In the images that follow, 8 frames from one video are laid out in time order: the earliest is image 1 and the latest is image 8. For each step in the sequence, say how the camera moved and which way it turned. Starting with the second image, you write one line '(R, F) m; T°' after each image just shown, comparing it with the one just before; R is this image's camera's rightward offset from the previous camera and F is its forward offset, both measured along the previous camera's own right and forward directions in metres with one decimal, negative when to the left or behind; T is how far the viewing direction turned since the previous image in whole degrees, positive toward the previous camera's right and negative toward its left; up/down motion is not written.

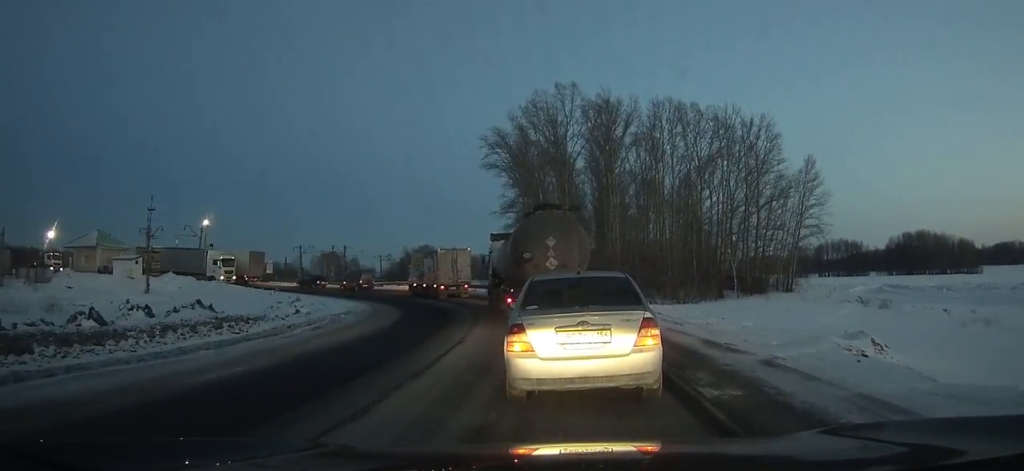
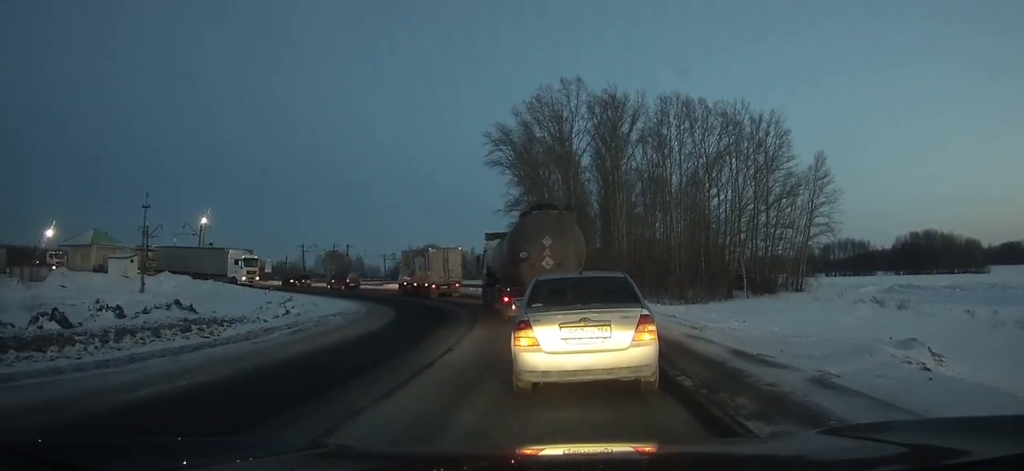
(0.0, +2.3) m; 0°
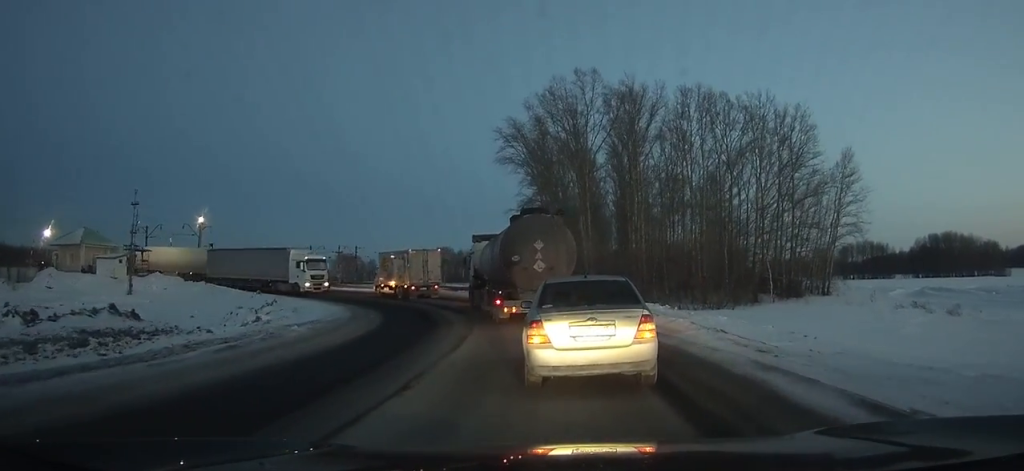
(0.0, +5.2) m; -3°
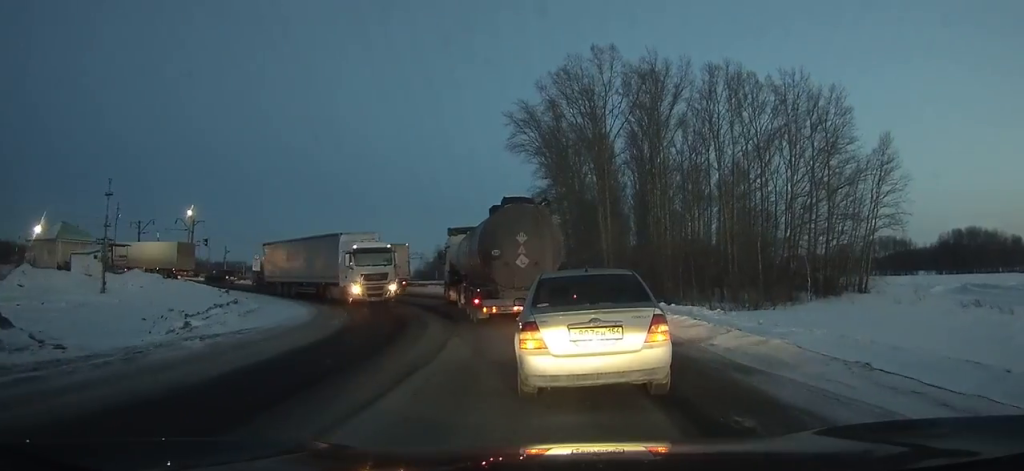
(-0.3, +5.2) m; -5°
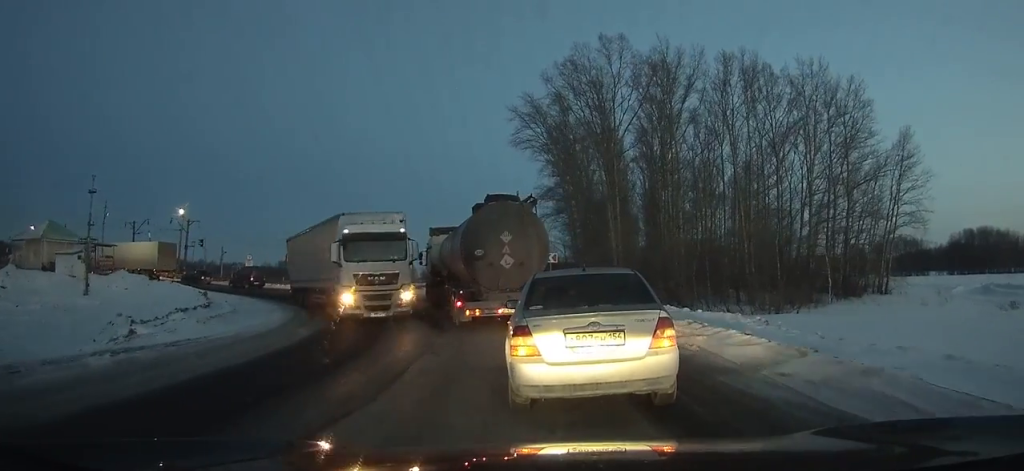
(-0.1, +2.9) m; -2°
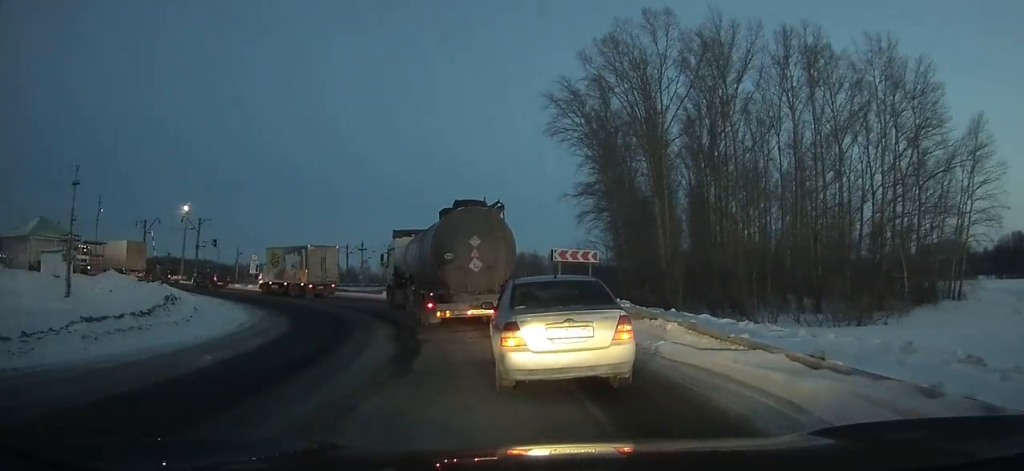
(-0.1, +7.9) m; -3°
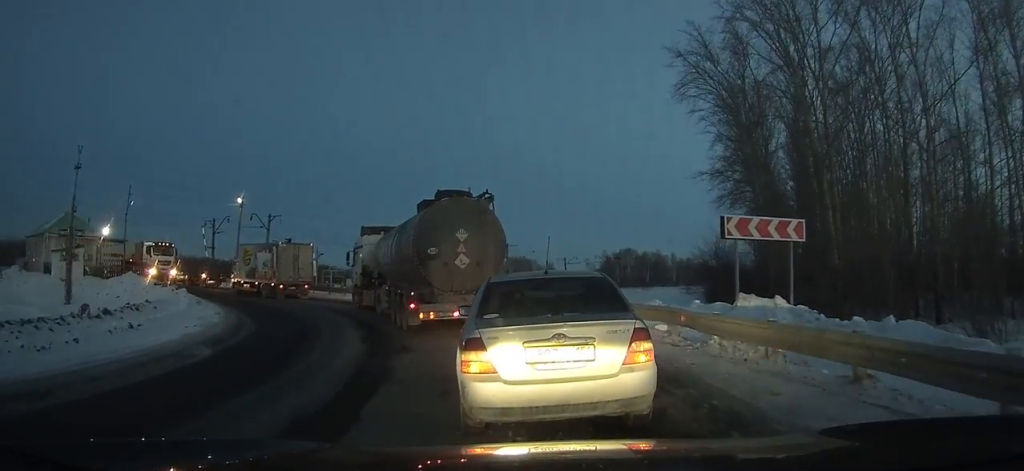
(-1.0, +11.4) m; -13°
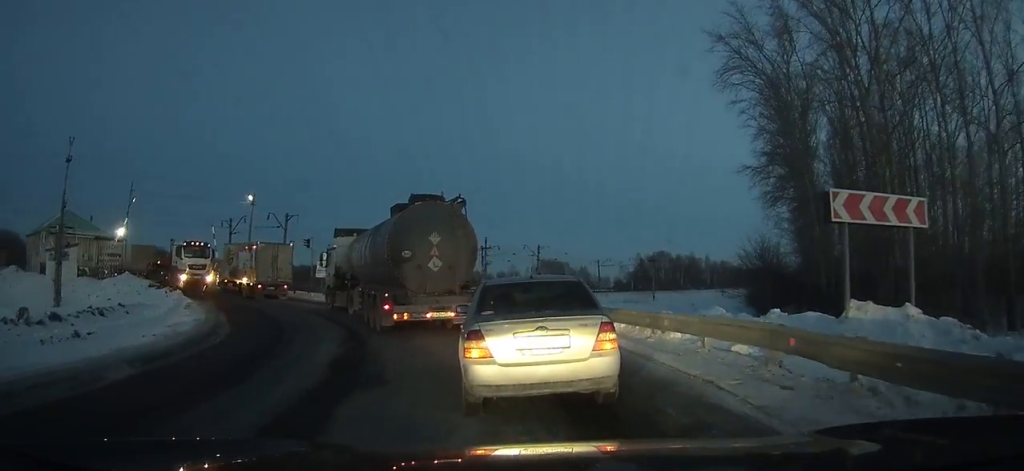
(-0.4, +4.1) m; -7°
